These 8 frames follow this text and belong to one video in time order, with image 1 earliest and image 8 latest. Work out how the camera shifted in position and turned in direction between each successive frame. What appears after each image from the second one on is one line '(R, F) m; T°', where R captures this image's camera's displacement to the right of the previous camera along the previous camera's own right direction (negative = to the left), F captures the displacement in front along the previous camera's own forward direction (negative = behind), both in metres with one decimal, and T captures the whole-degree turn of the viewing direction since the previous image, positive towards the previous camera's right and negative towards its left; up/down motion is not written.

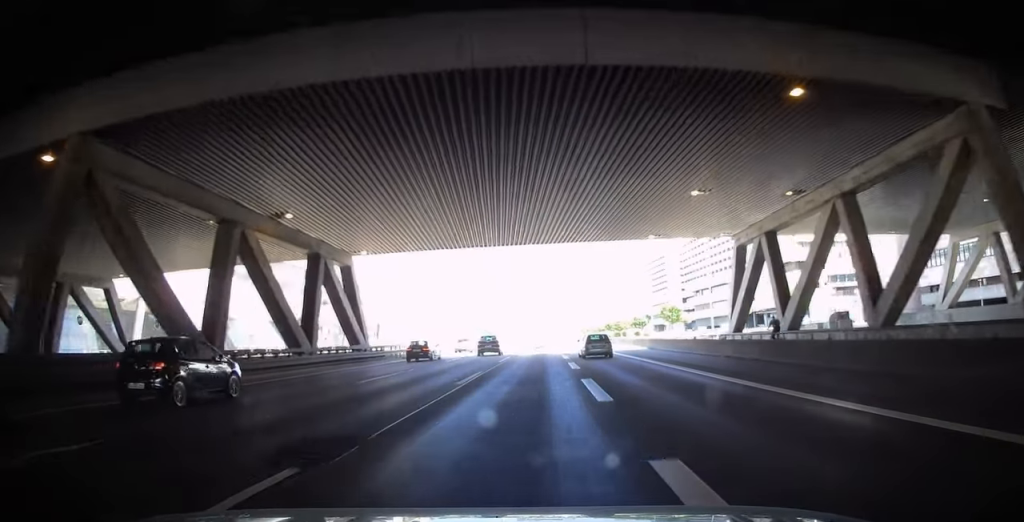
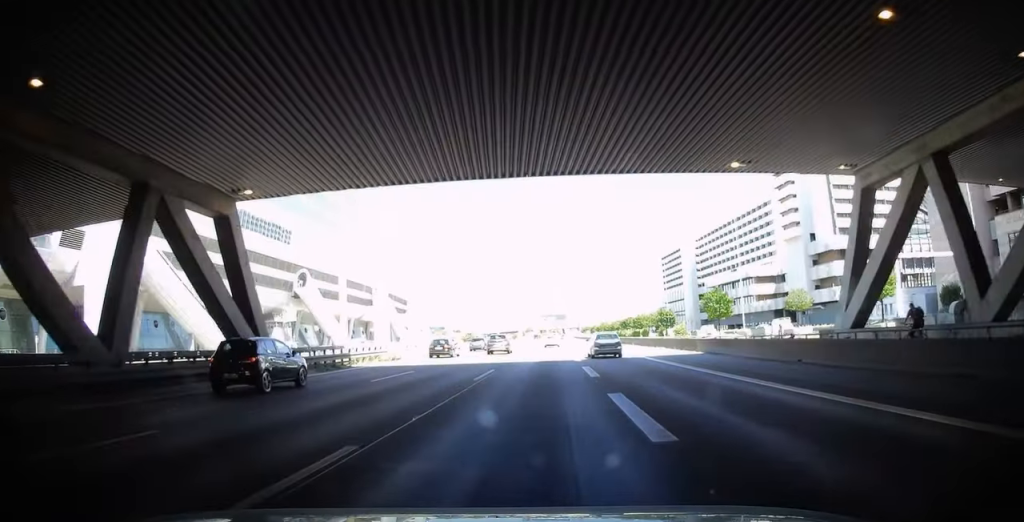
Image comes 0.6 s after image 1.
(-0.3, +16.2) m; +1°
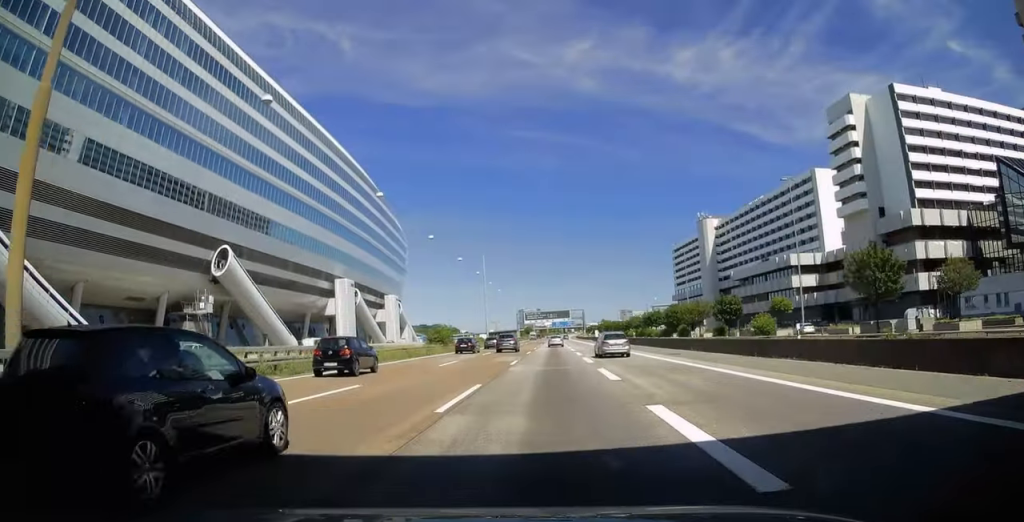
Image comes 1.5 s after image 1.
(+0.5, +25.6) m; +2°
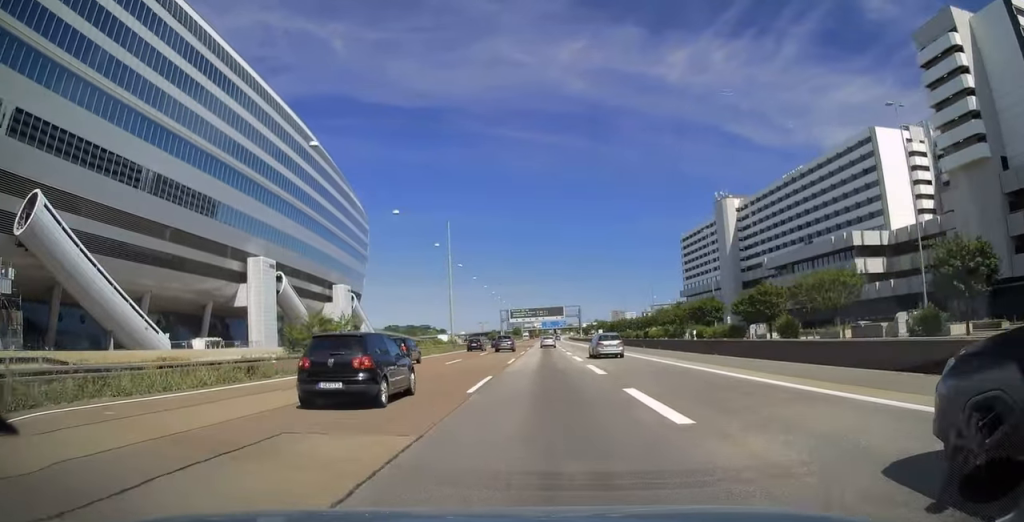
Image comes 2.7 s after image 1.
(+0.8, +31.7) m; +3°
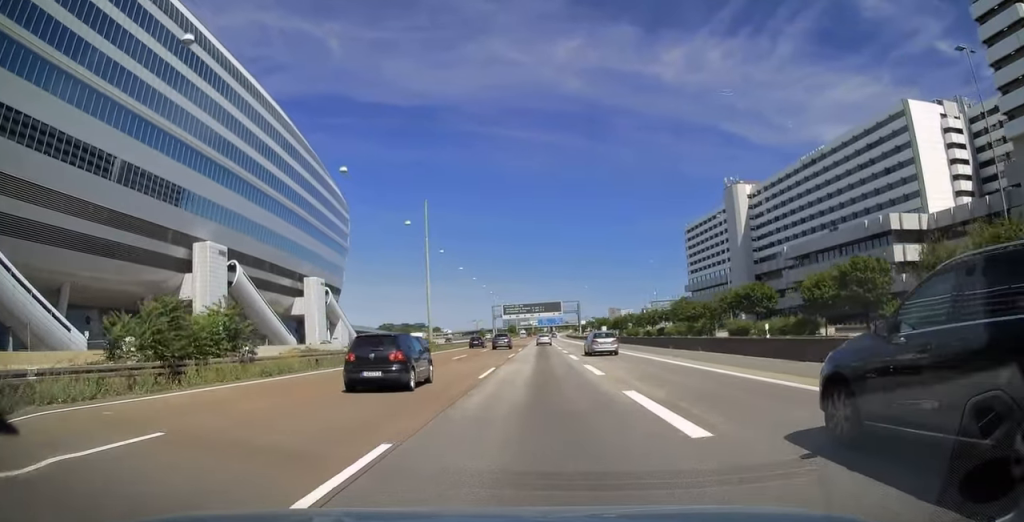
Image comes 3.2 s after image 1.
(+0.1, +13.3) m; +1°
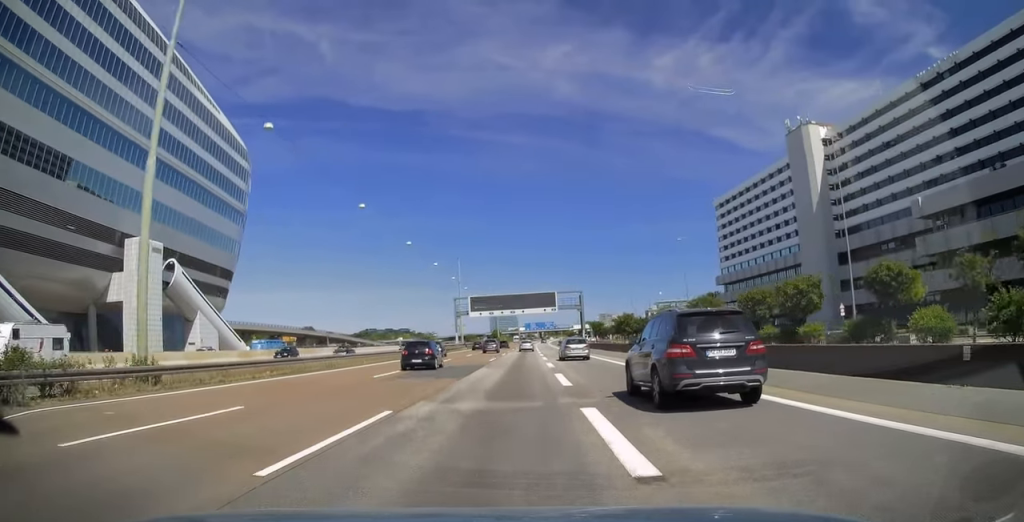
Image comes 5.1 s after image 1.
(+1.0, +49.5) m; +1°
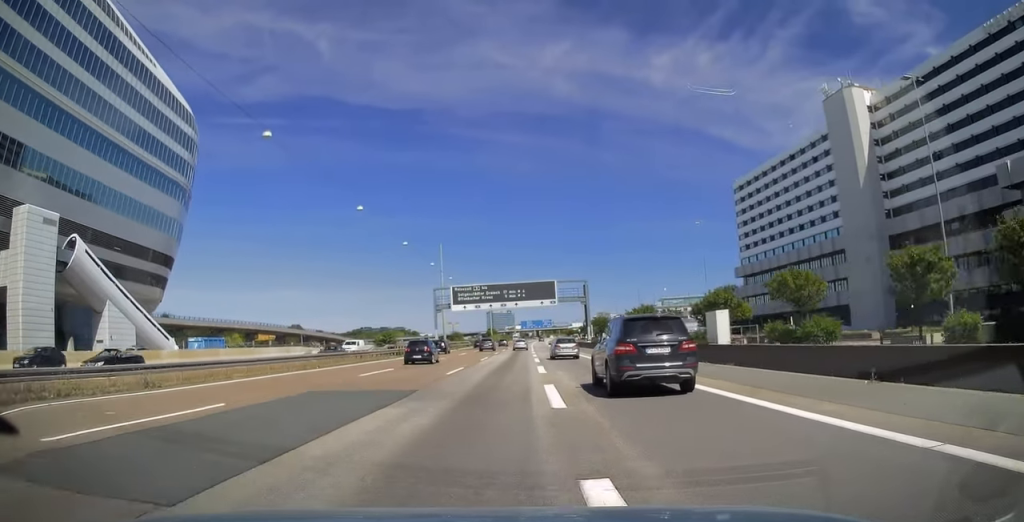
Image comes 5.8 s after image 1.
(-0.3, +17.7) m; -1°
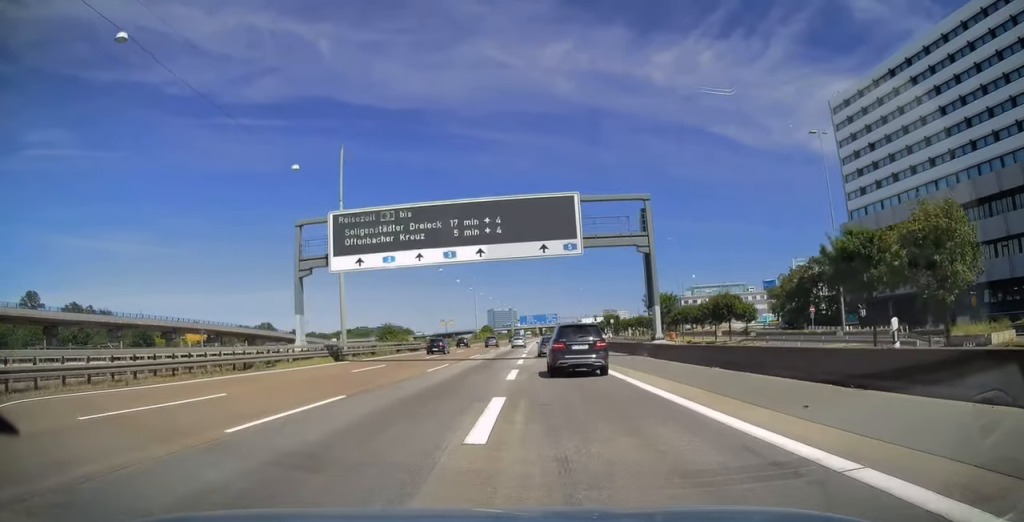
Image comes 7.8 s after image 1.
(+0.6, +51.3) m; +1°
